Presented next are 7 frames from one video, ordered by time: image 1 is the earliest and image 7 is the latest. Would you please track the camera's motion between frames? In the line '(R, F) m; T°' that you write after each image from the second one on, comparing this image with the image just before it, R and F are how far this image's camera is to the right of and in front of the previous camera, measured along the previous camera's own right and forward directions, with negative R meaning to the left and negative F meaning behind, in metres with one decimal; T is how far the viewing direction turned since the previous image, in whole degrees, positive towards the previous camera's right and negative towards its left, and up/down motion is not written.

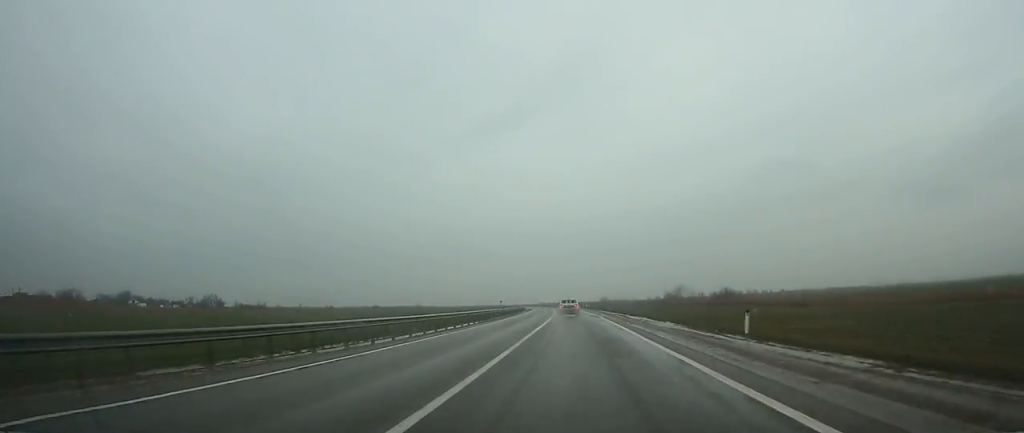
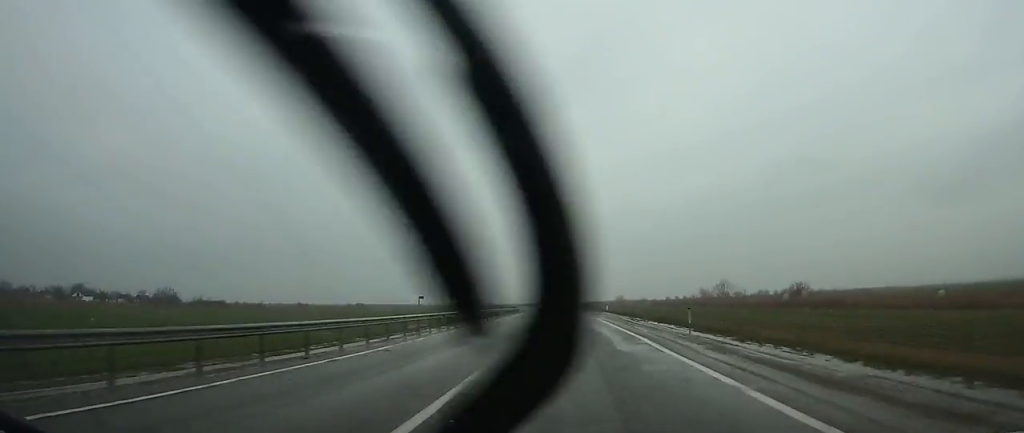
(-0.4, +51.8) m; -1°
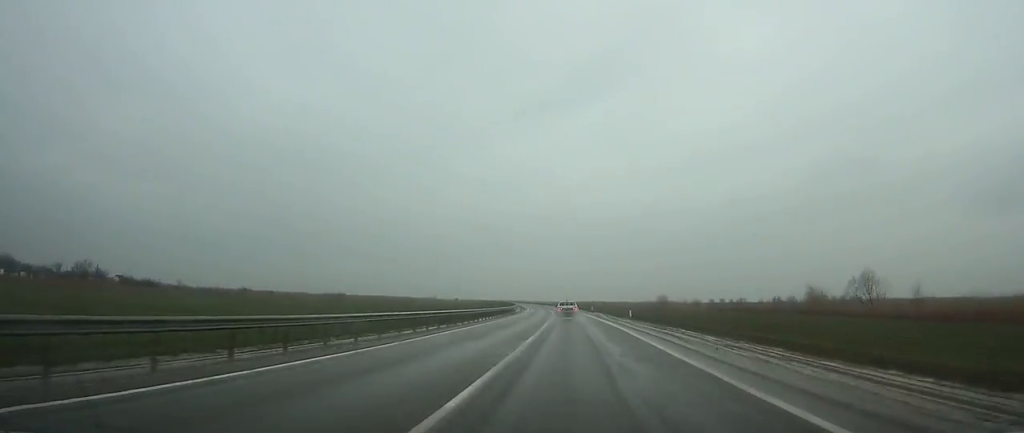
(-1.7, +74.0) m; -2°
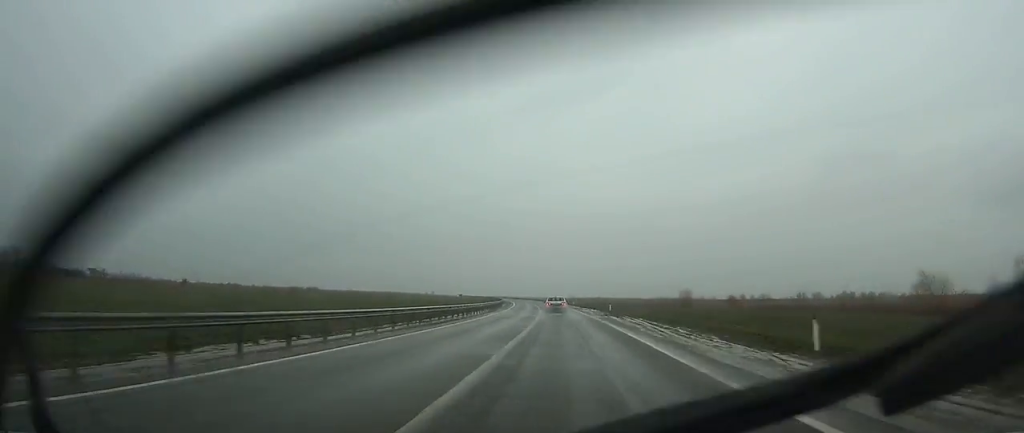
(-0.3, +41.0) m; -1°
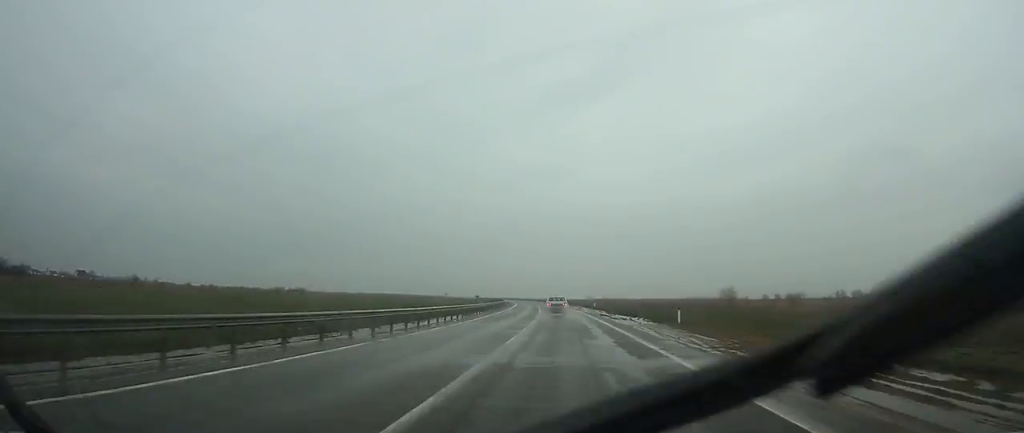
(-0.2, +33.1) m; -1°
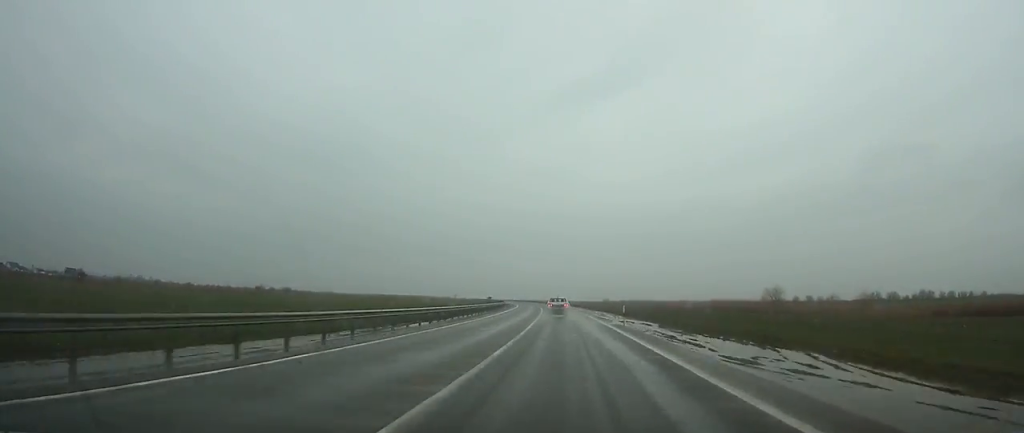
(-0.4, +26.8) m; -1°
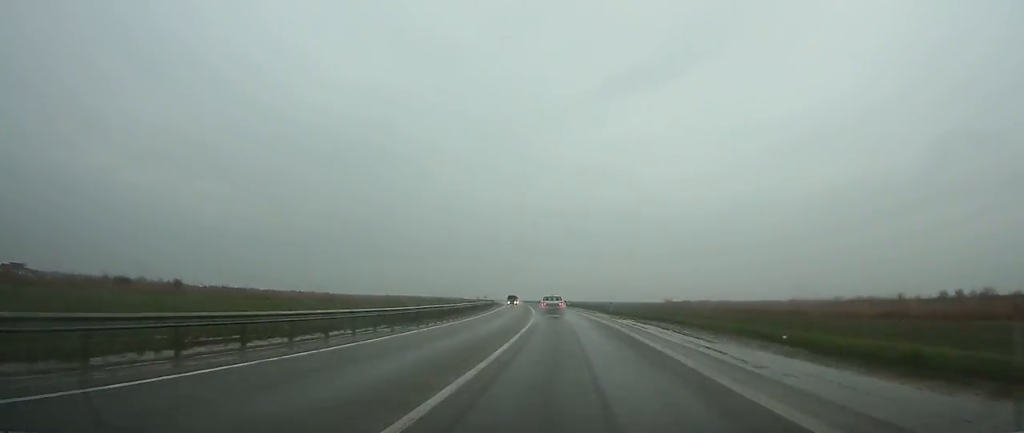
(-4.1, +95.5) m; -5°
